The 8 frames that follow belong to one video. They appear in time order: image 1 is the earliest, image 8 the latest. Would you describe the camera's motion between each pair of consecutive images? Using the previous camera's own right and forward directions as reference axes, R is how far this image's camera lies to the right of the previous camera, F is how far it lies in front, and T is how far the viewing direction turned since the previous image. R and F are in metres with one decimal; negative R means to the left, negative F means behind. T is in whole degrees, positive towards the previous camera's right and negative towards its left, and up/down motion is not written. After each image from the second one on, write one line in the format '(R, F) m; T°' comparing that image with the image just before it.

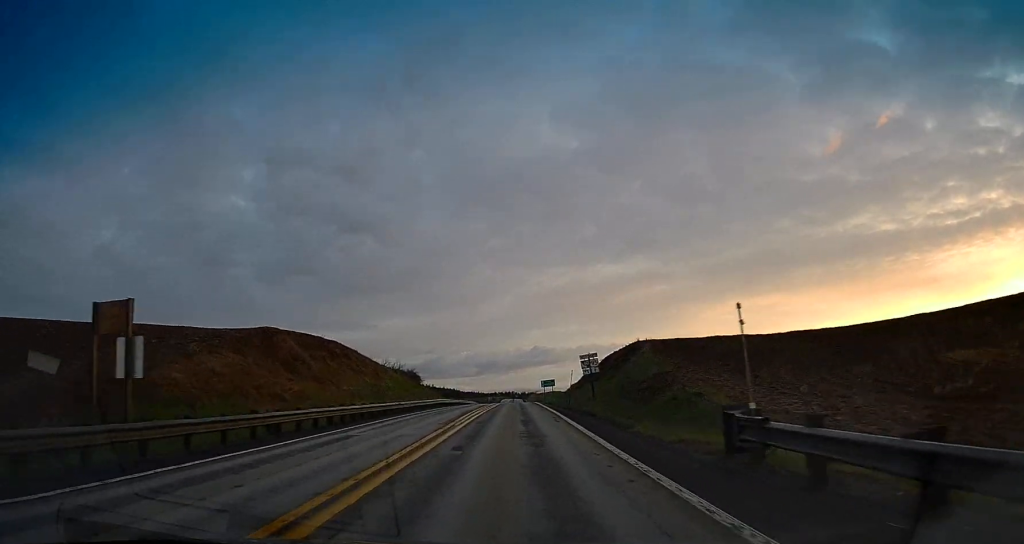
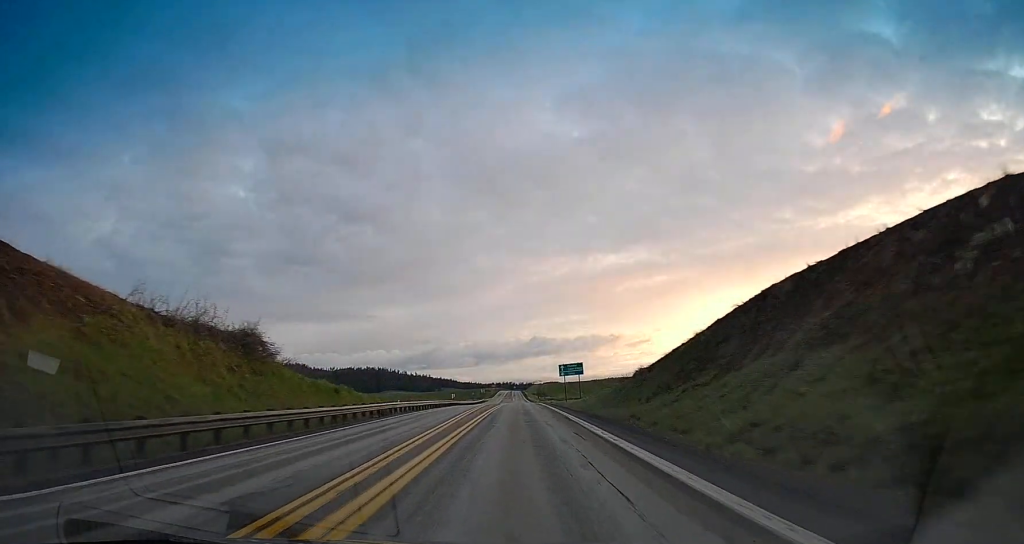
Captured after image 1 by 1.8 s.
(+0.2, +47.0) m; +1°
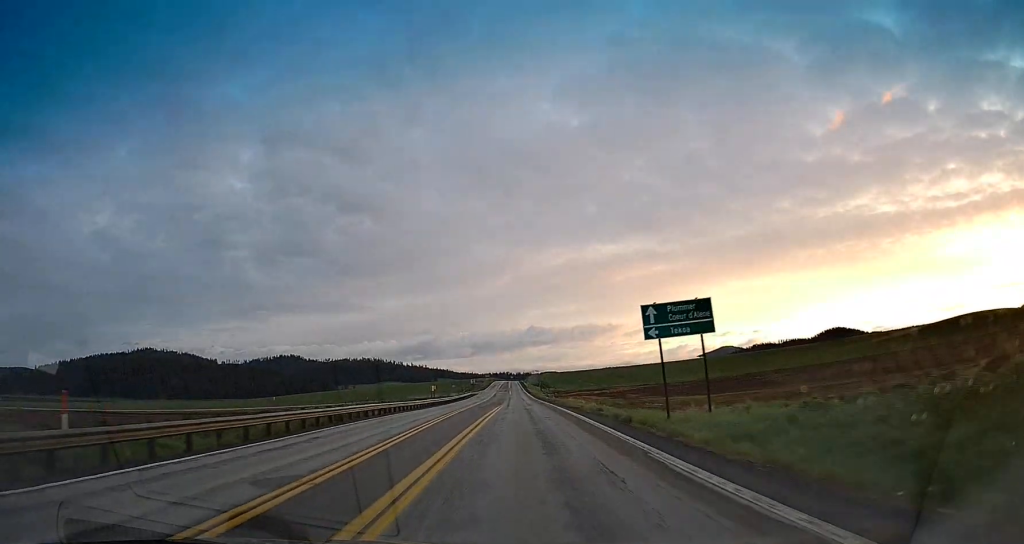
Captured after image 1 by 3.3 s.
(-0.4, +42.0) m; -1°
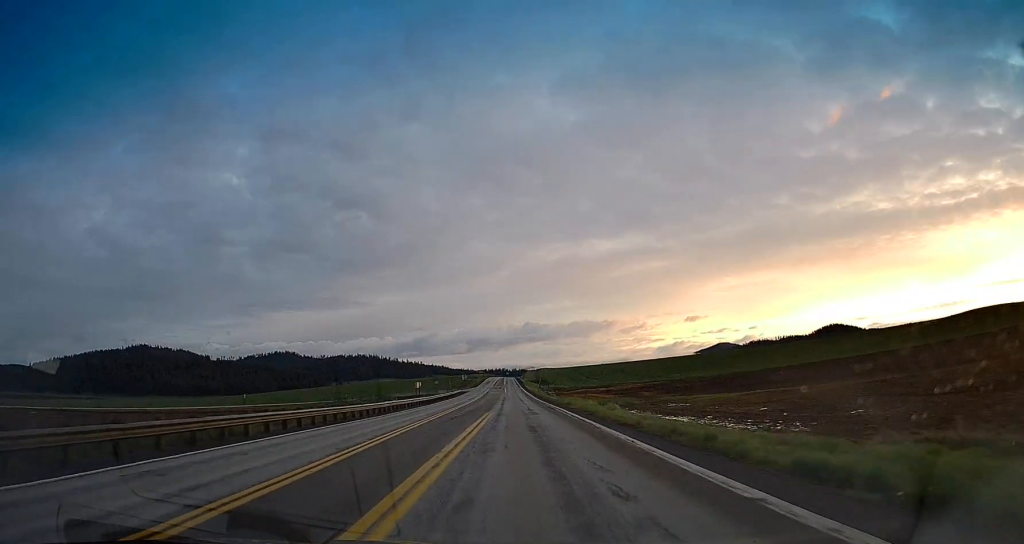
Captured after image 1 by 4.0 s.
(+0.3, +18.0) m; +1°
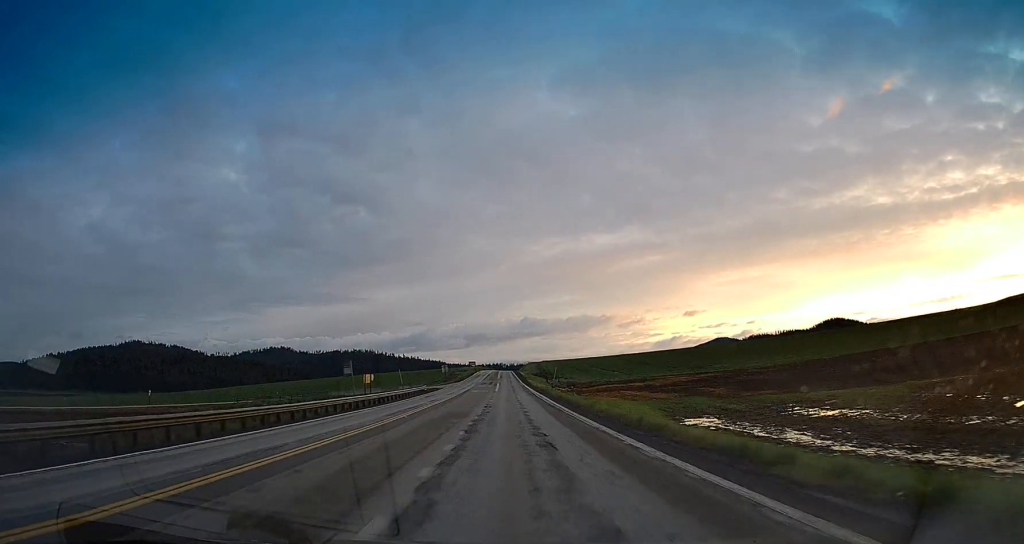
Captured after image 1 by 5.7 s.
(+0.4, +45.1) m; -1°
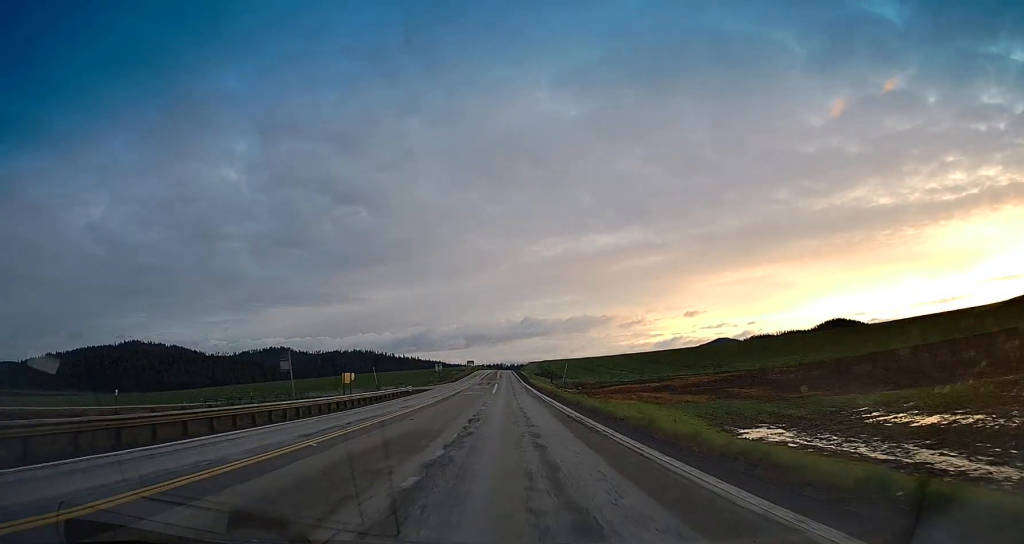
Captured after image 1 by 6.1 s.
(-0.4, +11.7) m; 0°
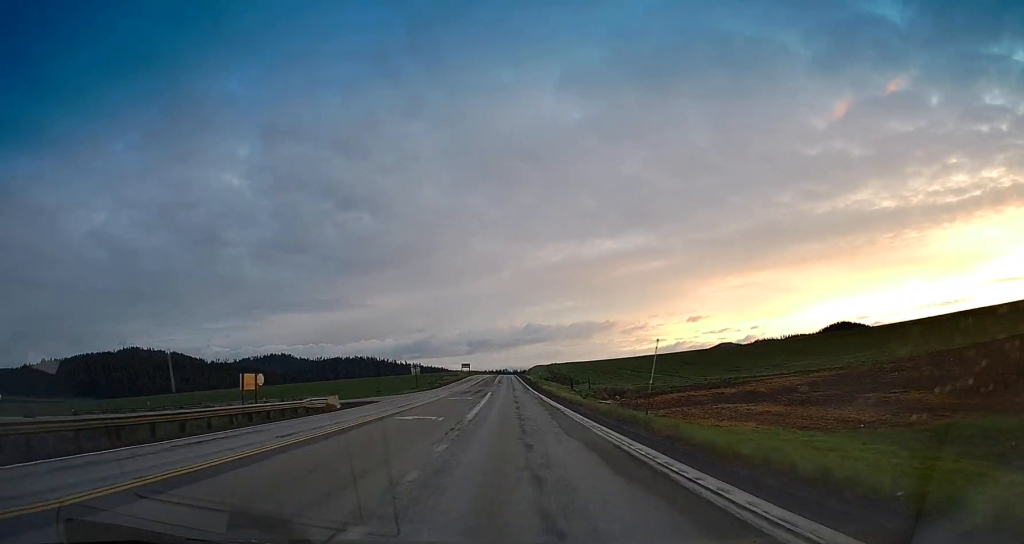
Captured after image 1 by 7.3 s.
(+0.3, +31.7) m; +1°
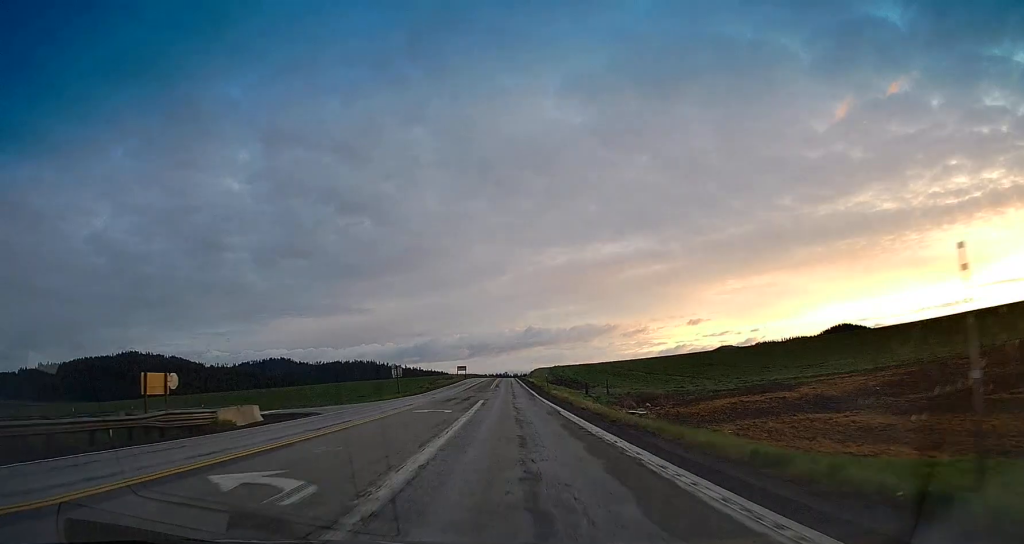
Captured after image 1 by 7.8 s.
(+0.1, +14.5) m; 0°
